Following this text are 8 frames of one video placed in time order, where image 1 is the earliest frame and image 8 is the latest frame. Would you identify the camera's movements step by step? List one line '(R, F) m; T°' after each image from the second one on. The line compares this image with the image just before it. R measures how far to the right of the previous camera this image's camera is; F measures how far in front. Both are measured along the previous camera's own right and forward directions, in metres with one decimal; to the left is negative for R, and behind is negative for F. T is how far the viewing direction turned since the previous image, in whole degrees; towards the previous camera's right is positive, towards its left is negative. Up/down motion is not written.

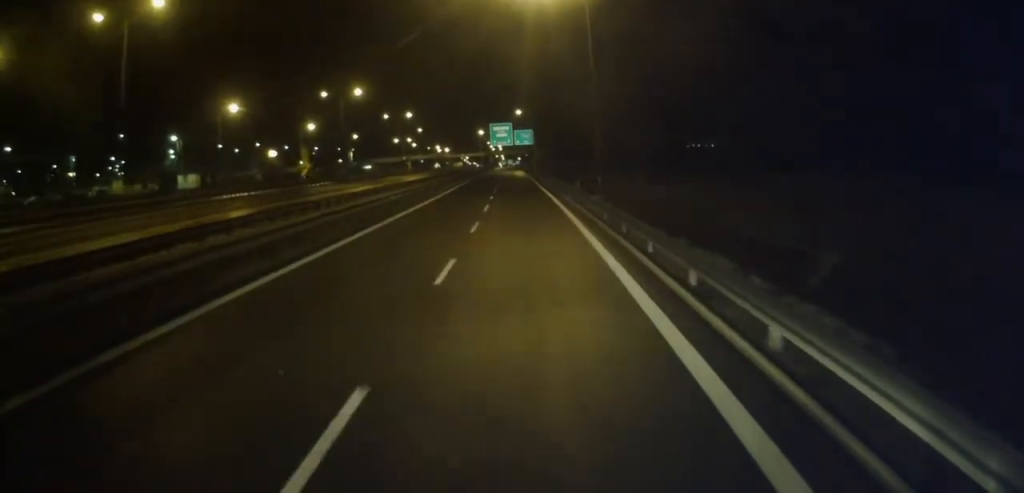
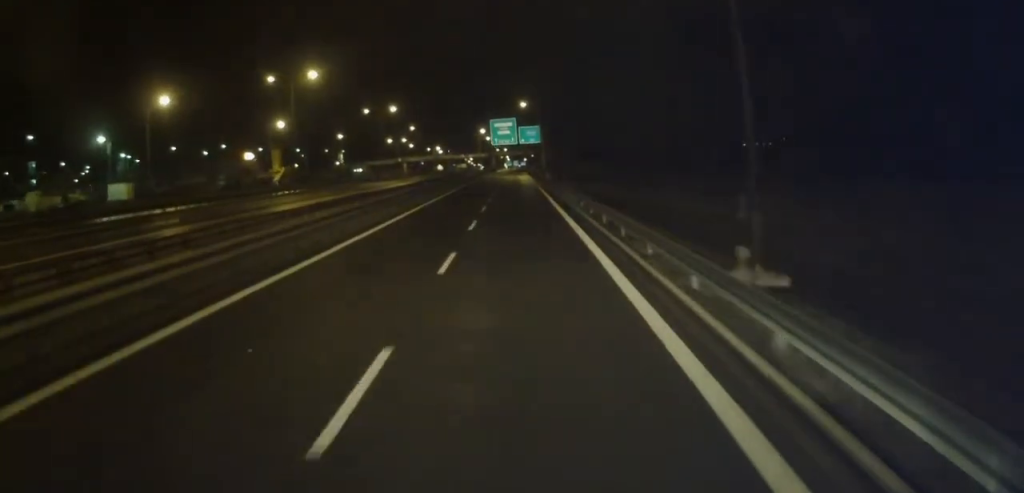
(-0.2, +24.1) m; 0°
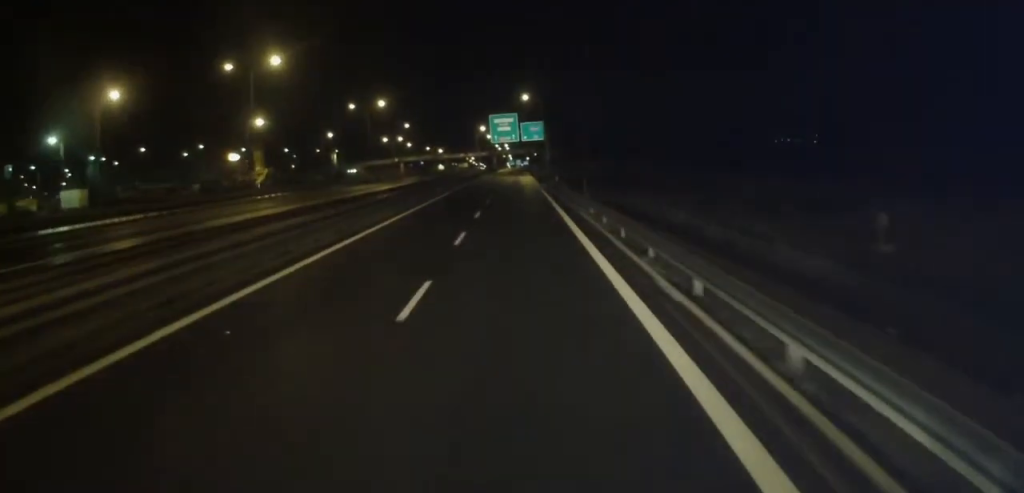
(+0.2, +12.4) m; 0°
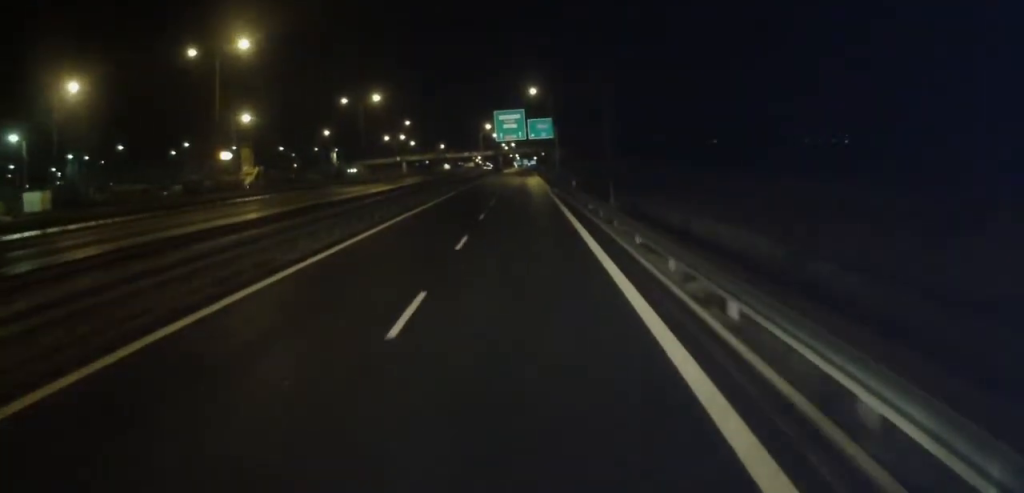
(+0.2, +9.5) m; 0°
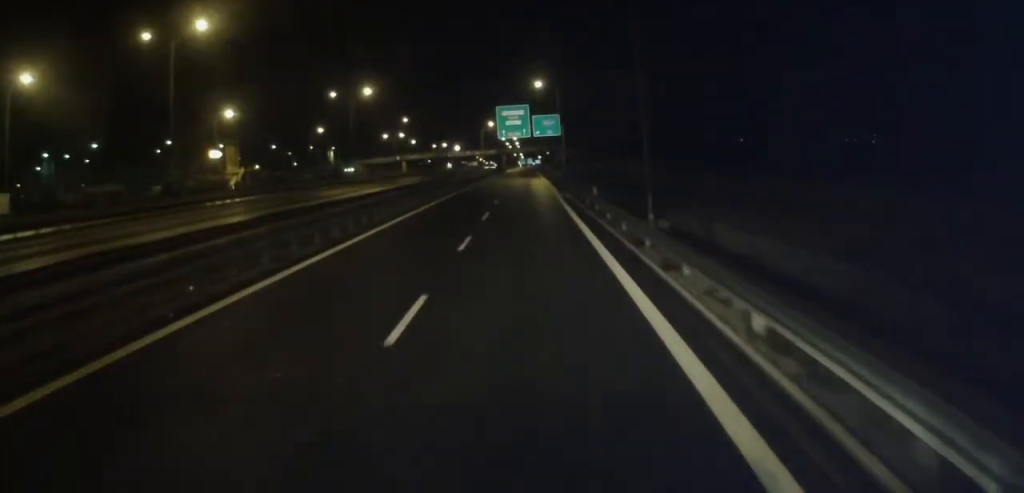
(-0.2, +8.7) m; -1°
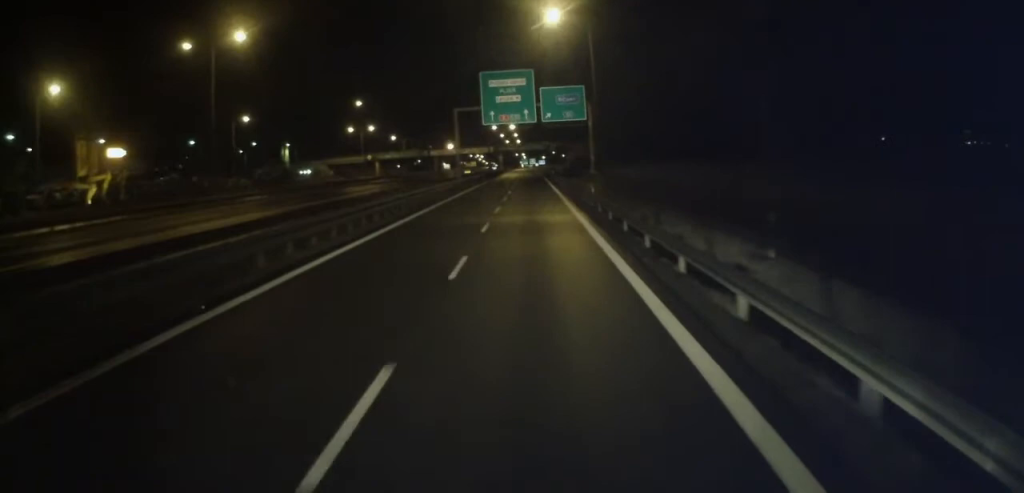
(-0.7, +45.7) m; -1°
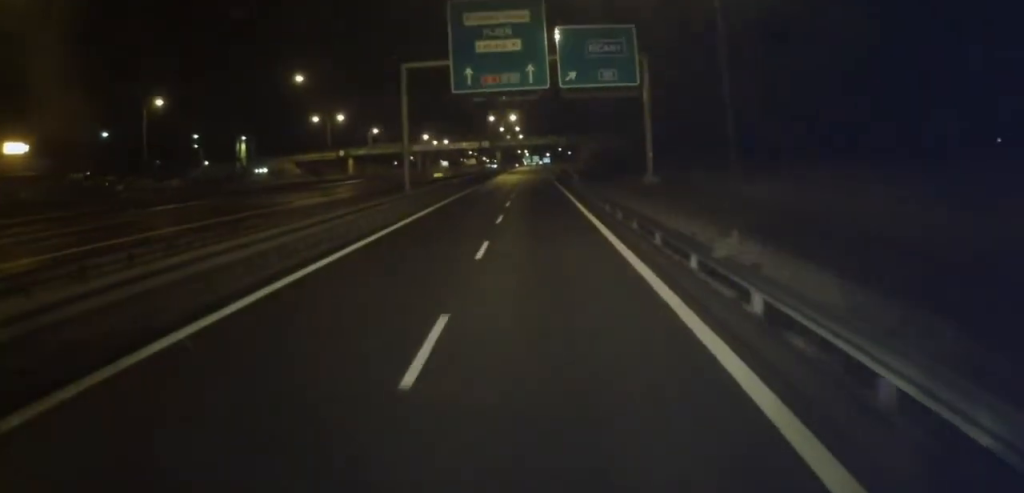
(0.0, +31.7) m; 0°
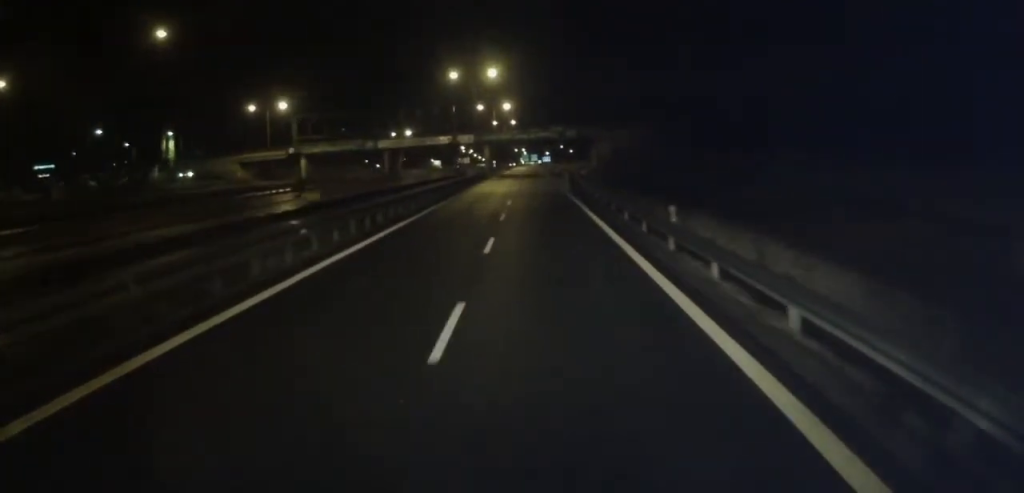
(-0.2, +33.7) m; -1°
